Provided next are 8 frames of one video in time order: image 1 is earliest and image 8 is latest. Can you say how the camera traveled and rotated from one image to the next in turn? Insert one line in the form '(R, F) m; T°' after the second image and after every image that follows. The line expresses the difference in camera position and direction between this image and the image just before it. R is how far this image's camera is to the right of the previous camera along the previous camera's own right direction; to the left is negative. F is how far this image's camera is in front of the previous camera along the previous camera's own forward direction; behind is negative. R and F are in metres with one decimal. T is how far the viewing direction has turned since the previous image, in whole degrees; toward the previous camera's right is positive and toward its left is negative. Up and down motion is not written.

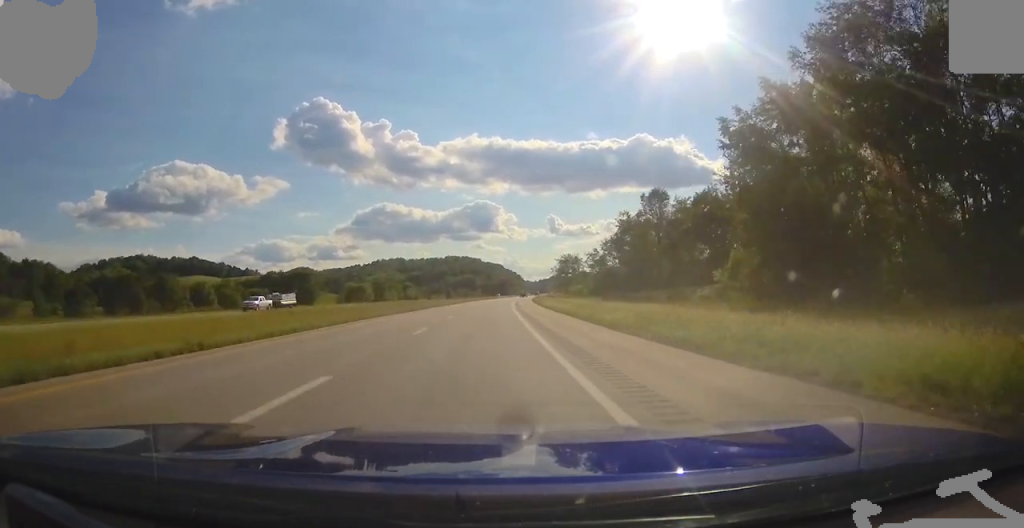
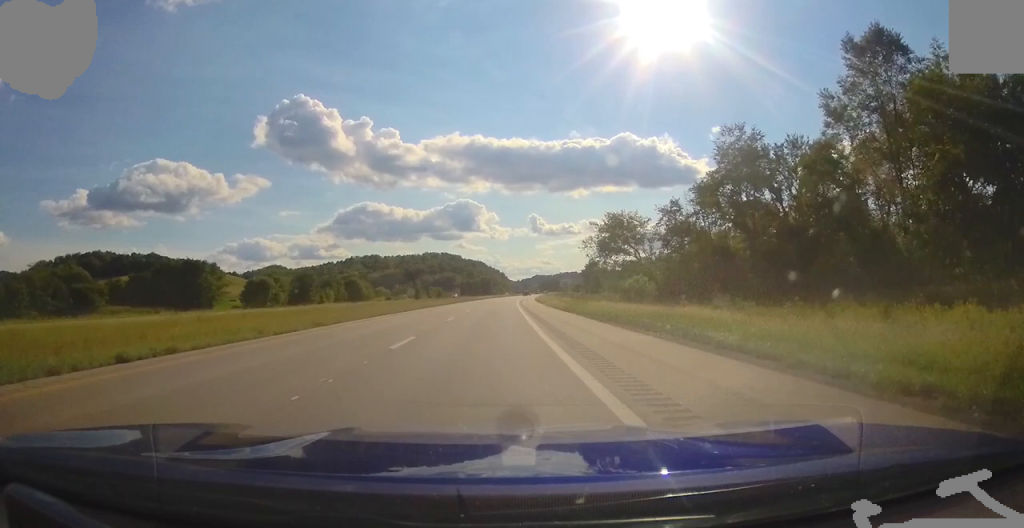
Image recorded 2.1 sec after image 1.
(+0.9, +66.3) m; +1°
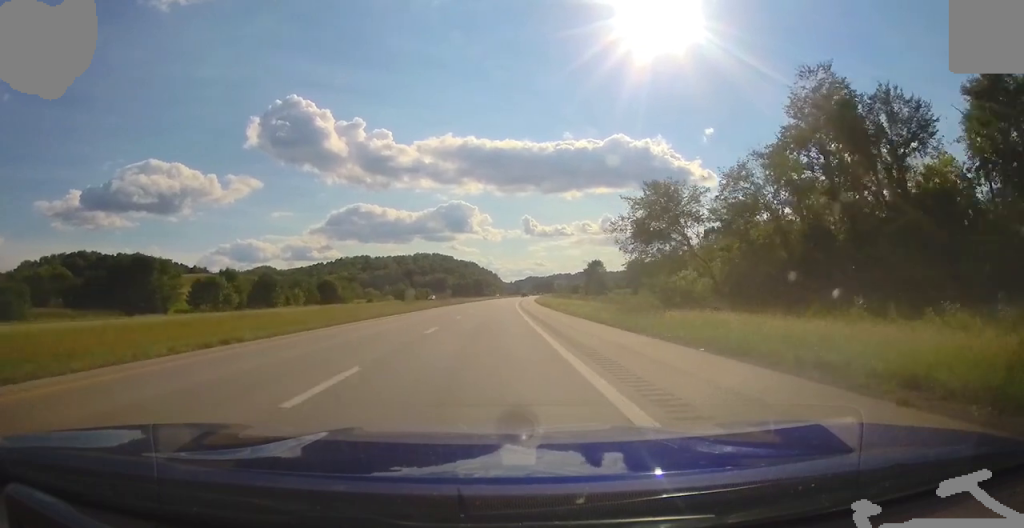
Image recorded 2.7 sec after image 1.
(-0.1, +19.2) m; 0°
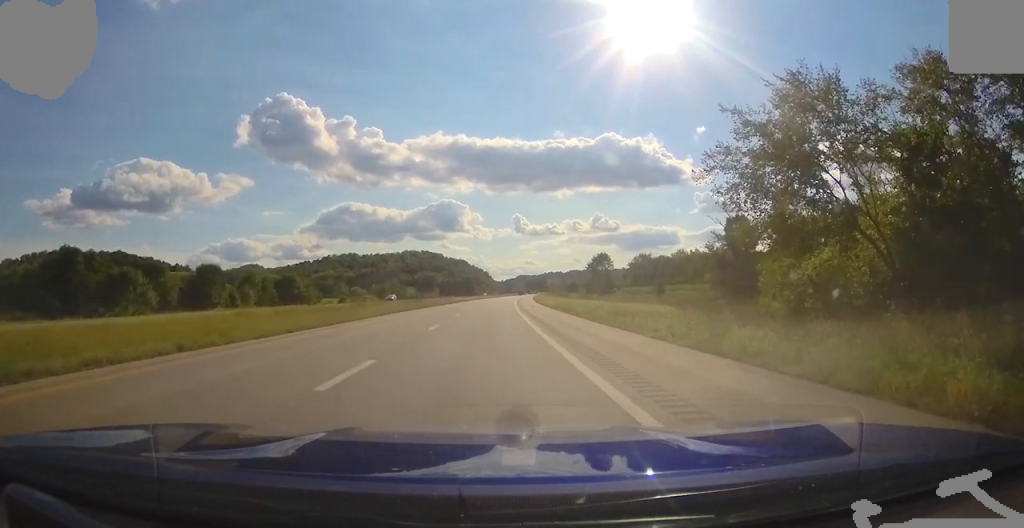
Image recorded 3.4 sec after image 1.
(+0.3, +23.5) m; +1°
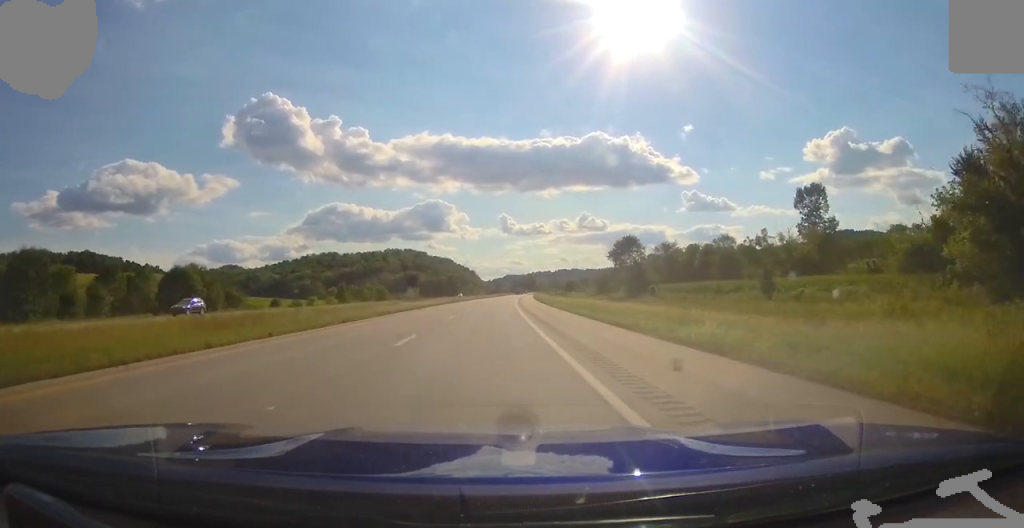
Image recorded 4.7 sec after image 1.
(+0.5, +42.6) m; +2°
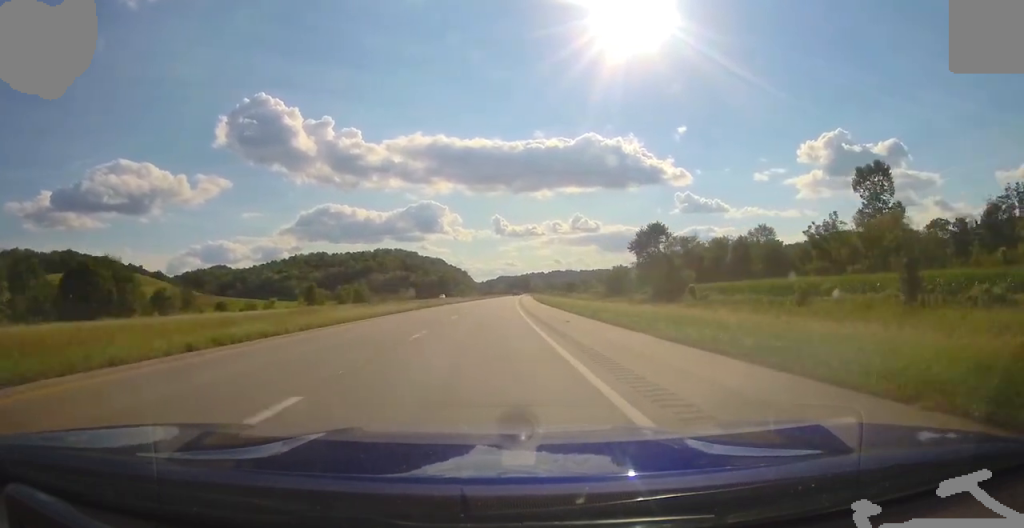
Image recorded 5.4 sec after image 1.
(+0.3, +22.3) m; +1°
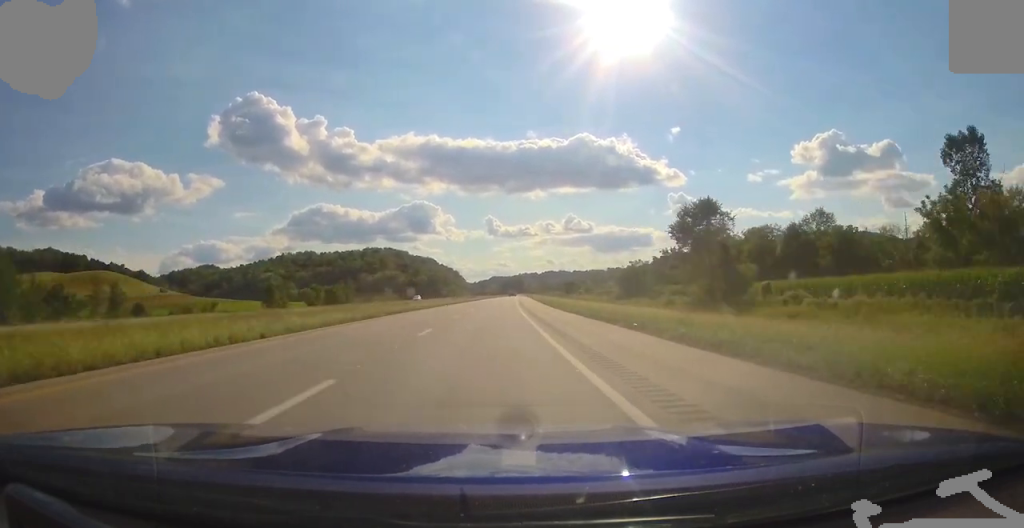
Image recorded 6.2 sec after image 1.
(+0.1, +23.3) m; +1°
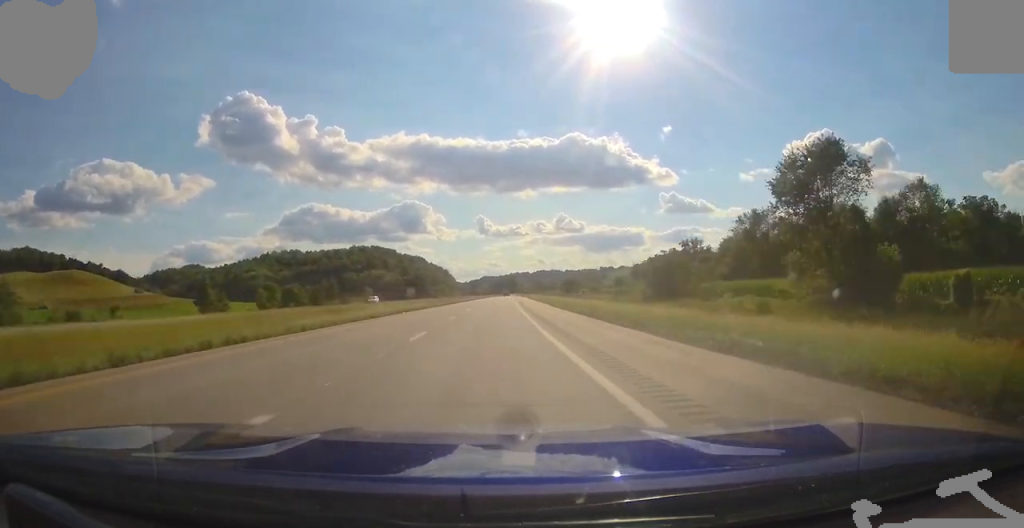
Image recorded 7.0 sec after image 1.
(+0.1, +26.3) m; +1°
